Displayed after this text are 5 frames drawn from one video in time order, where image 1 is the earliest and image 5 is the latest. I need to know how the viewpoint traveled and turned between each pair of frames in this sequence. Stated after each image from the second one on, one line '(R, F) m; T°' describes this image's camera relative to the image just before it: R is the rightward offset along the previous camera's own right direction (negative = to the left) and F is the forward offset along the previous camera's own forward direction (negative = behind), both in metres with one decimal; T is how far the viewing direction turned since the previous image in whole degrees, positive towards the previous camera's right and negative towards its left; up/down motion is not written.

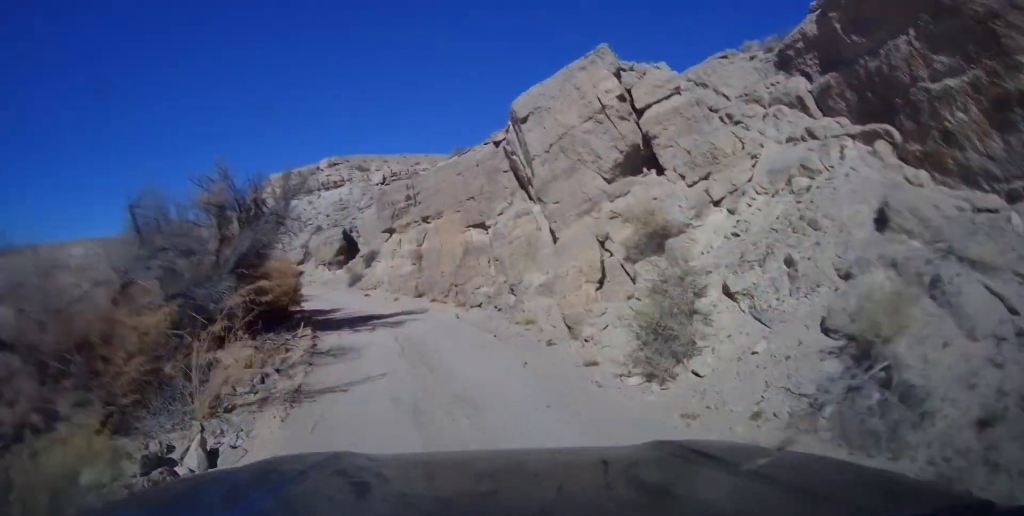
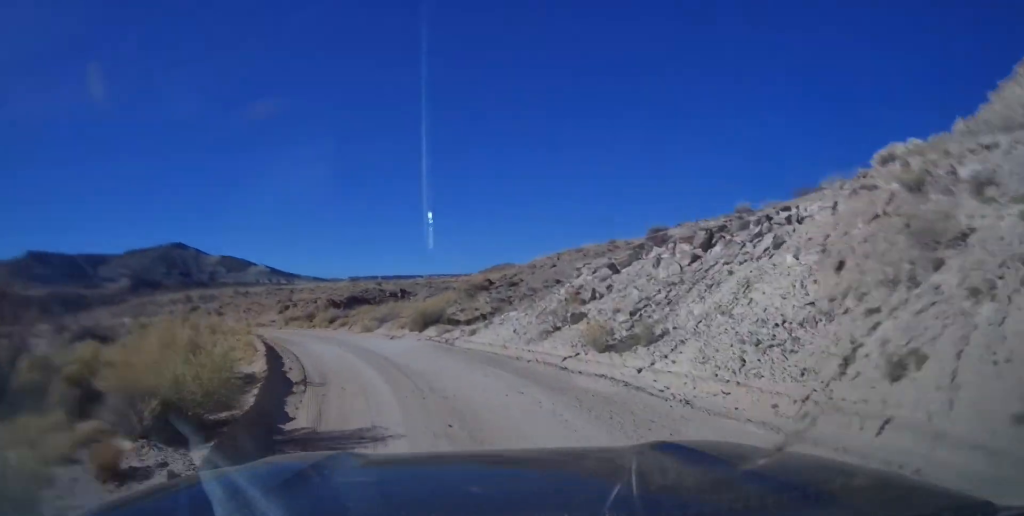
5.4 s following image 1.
(-16.3, +59.2) m; -52°
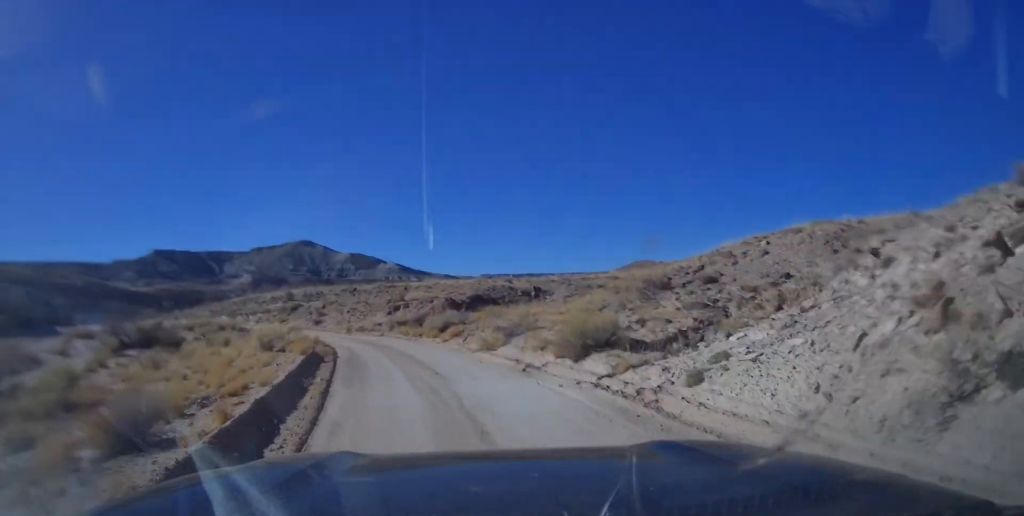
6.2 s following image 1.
(-3.2, +10.1) m; -11°
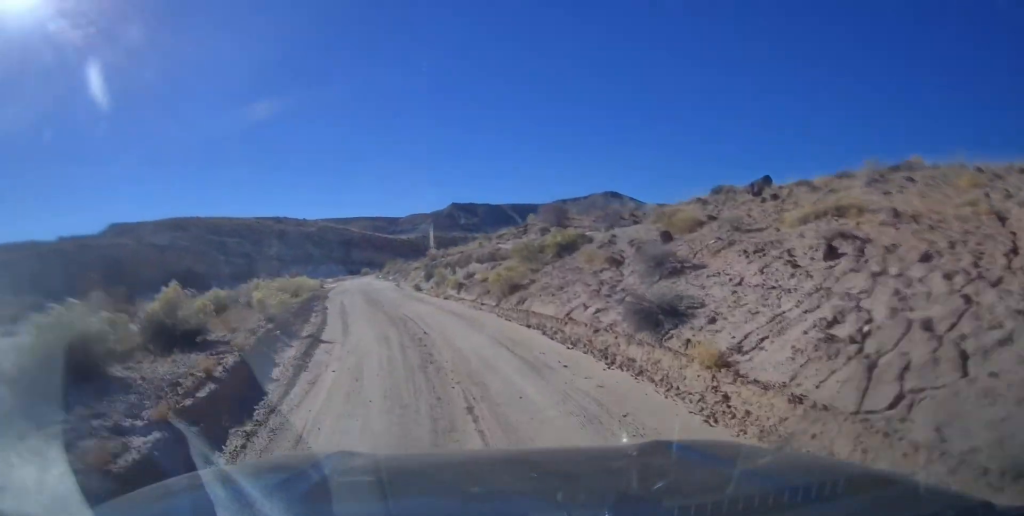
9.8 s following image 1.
(-16.5, +43.3) m; -37°
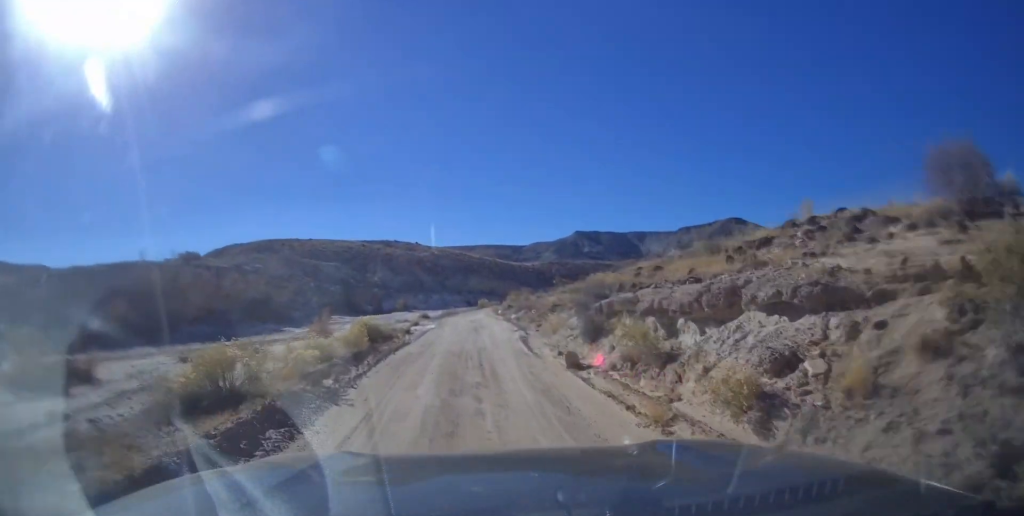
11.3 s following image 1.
(-2.2, +17.8) m; -12°
